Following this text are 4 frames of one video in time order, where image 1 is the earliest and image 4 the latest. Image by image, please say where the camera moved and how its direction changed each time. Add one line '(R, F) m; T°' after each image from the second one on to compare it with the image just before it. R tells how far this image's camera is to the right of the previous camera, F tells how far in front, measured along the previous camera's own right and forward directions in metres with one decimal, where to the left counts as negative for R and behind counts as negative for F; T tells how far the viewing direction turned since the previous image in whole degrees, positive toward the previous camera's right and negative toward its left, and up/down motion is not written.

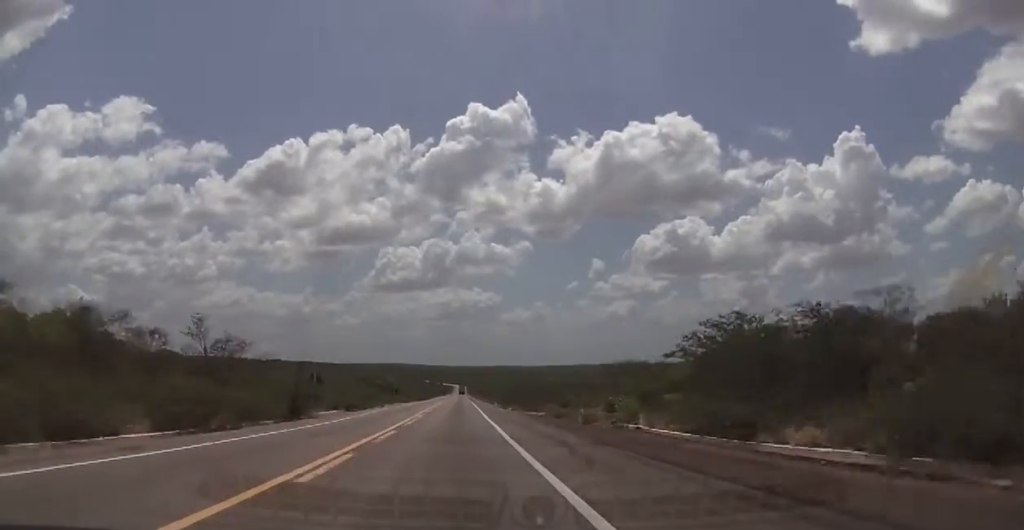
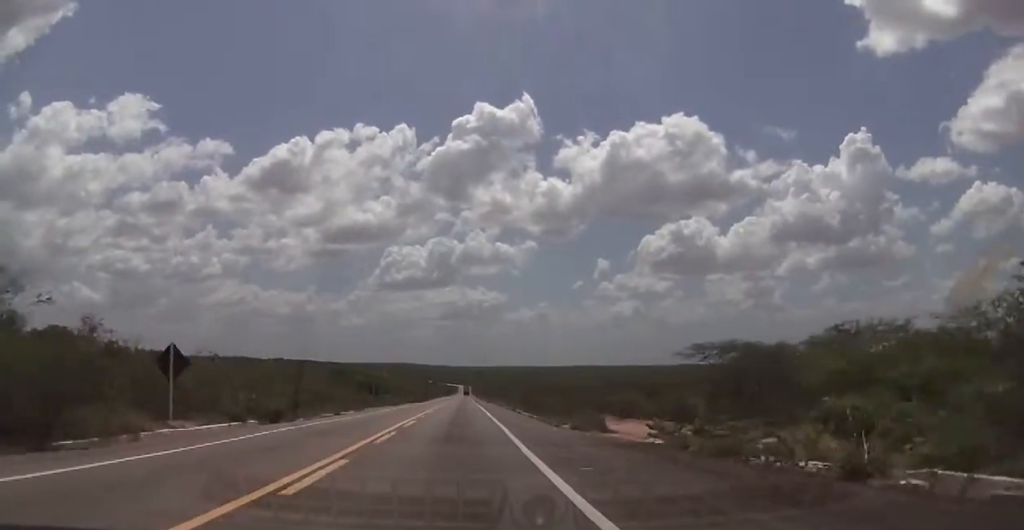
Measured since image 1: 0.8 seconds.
(-0.4, +25.2) m; +1°
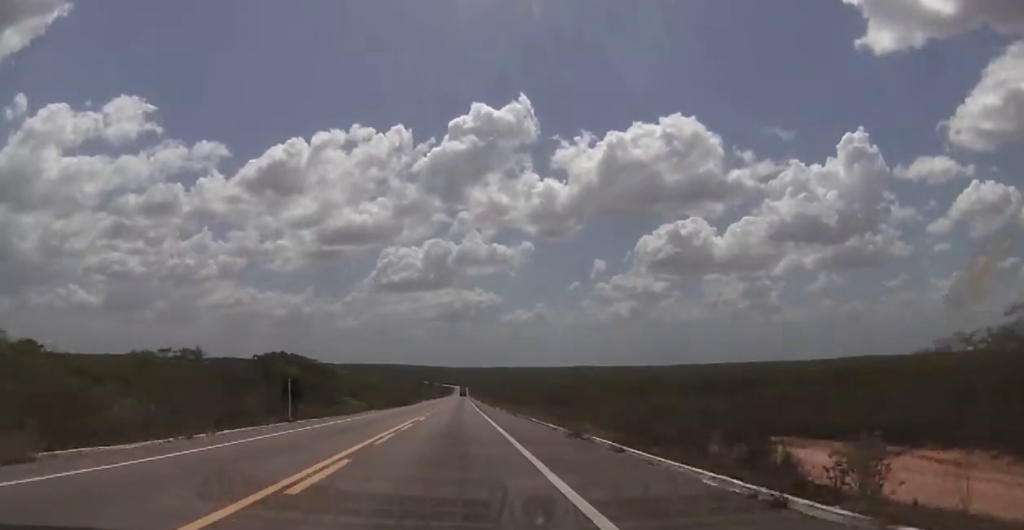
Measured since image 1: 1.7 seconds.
(+0.7, +31.9) m; 0°
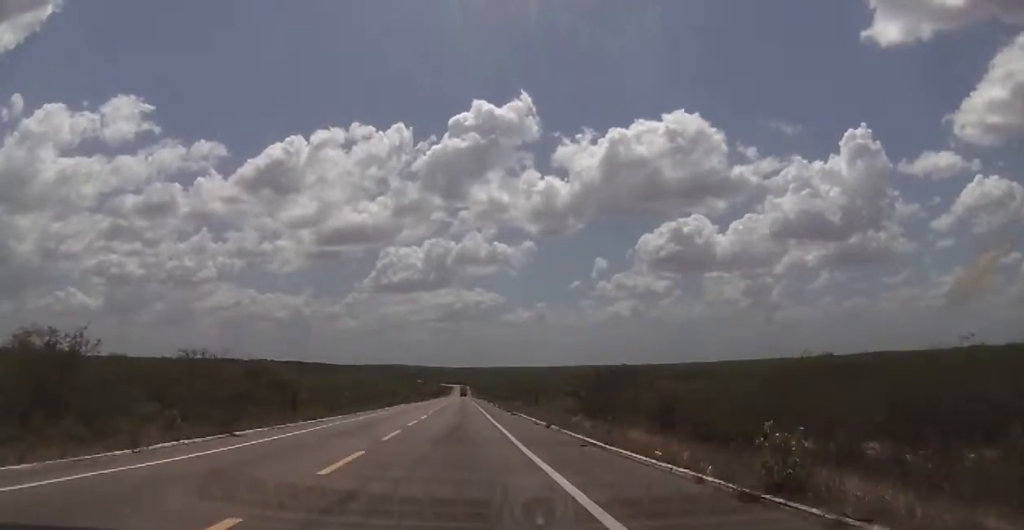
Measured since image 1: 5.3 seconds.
(-1.5, +118.2) m; 0°
